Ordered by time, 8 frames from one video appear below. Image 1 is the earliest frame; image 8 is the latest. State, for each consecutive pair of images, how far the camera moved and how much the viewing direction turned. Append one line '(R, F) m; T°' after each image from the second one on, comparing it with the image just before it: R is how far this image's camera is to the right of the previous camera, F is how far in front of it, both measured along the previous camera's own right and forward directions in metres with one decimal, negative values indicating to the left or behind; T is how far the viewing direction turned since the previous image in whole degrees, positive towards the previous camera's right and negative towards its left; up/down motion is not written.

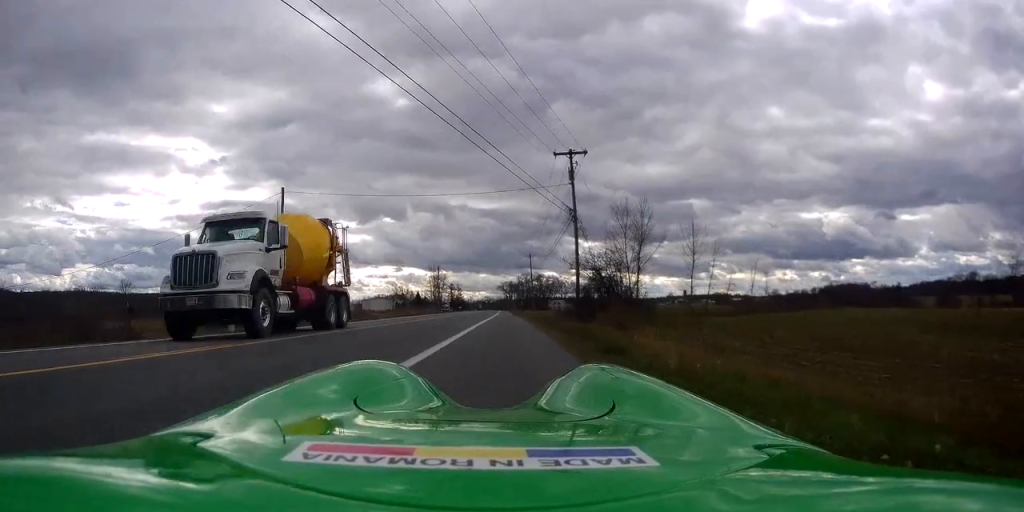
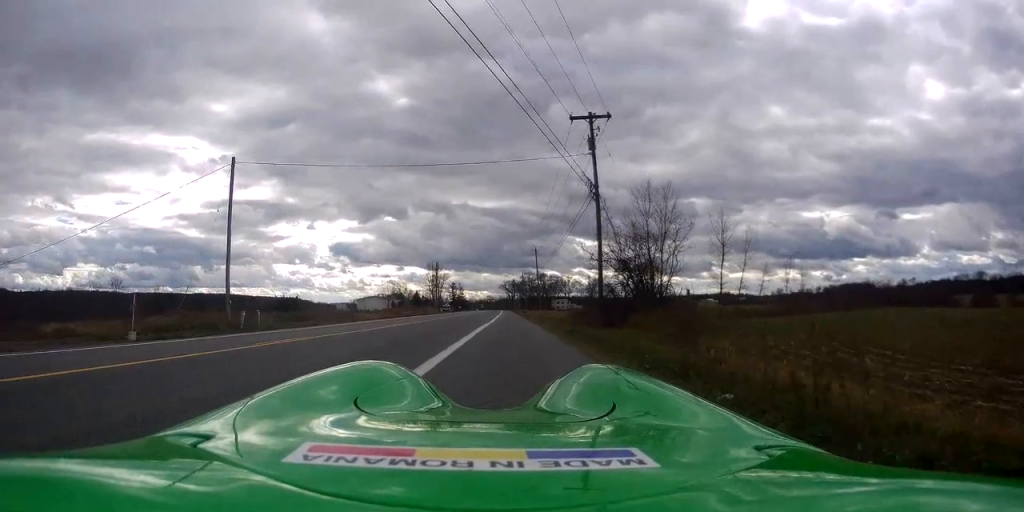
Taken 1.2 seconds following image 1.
(-0.3, +8.1) m; -4°
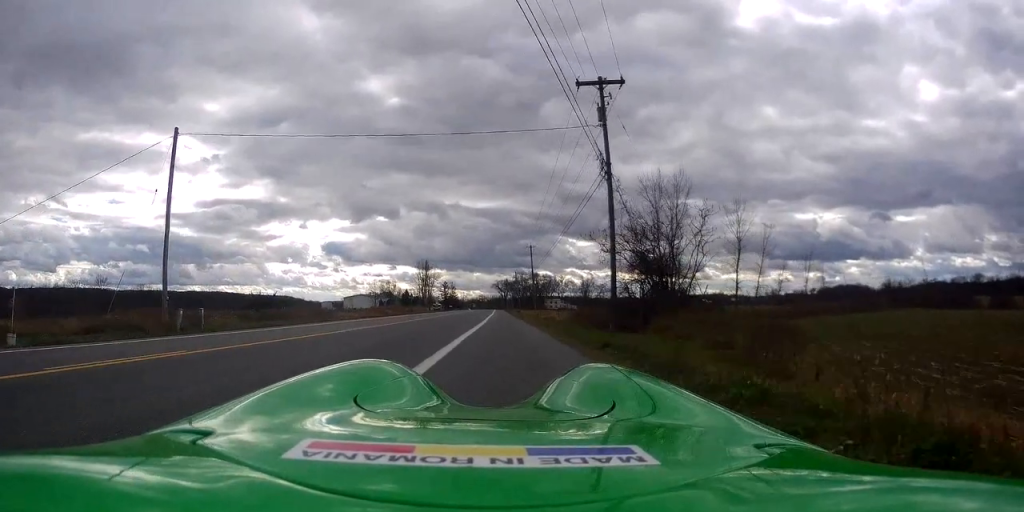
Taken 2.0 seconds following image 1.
(-0.1, +5.6) m; -1°
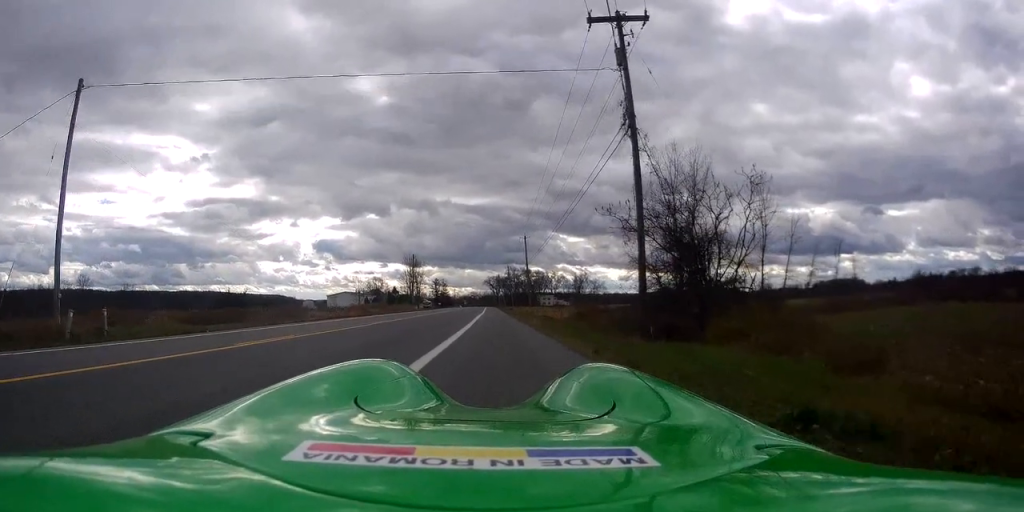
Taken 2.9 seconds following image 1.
(0.0, +6.7) m; +1°
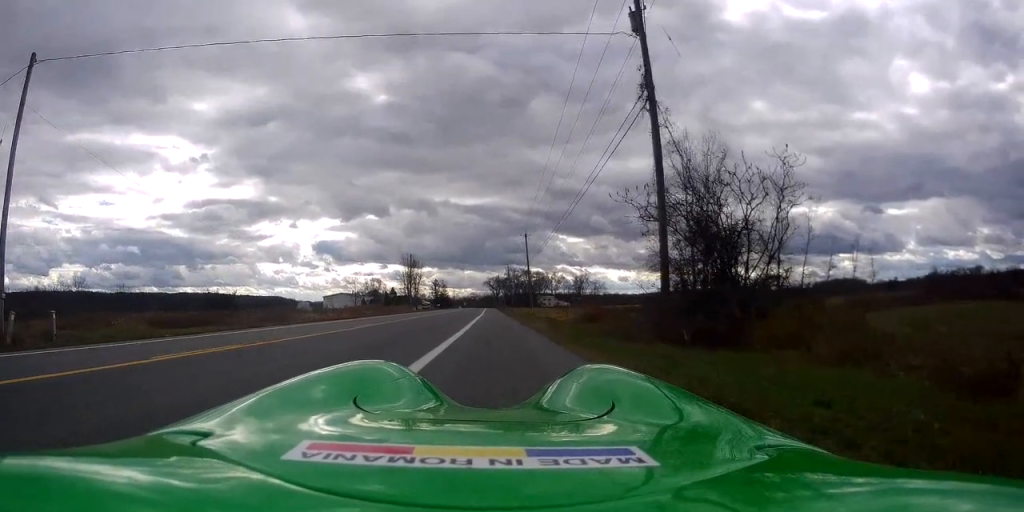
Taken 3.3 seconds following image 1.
(-0.1, +2.9) m; +2°
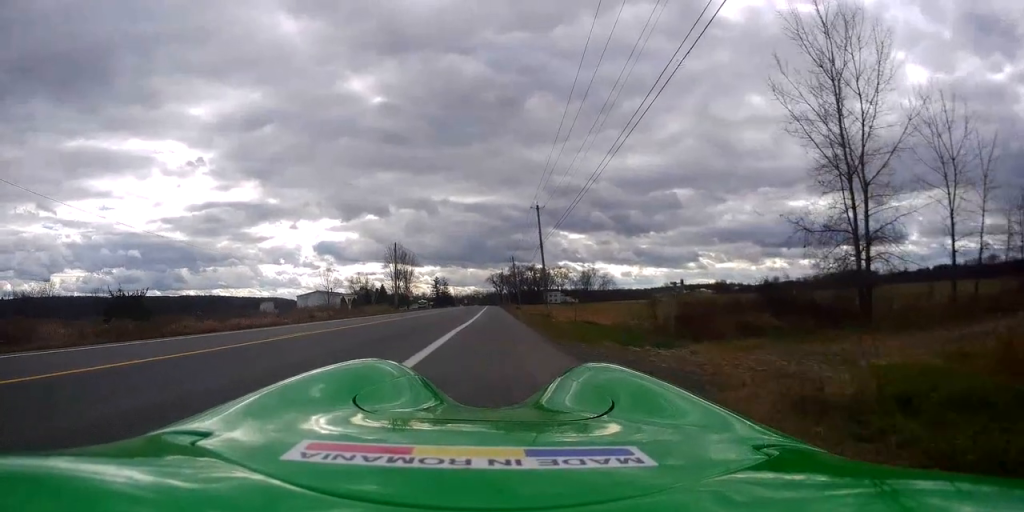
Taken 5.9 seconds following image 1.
(+0.2, +18.7) m; 0°
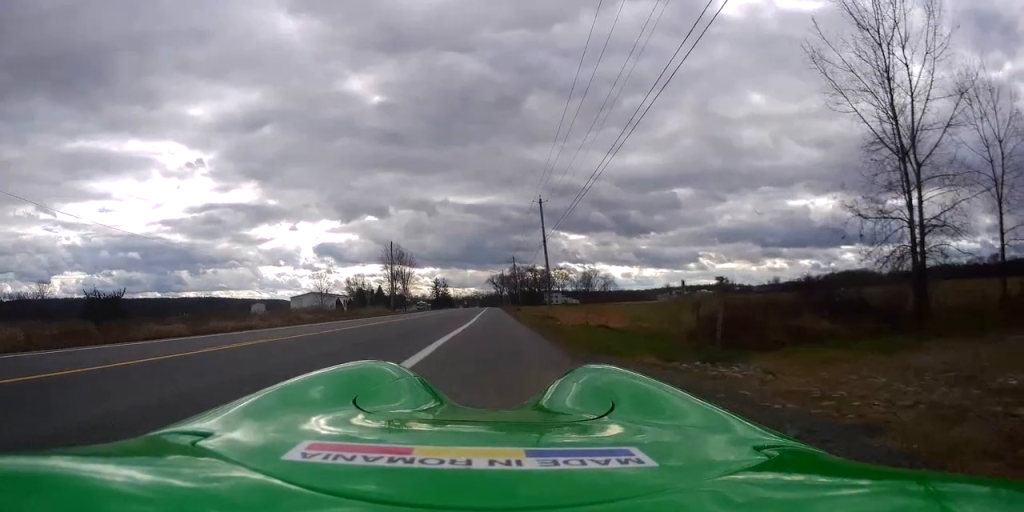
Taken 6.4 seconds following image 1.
(+0.2, +3.4) m; 0°
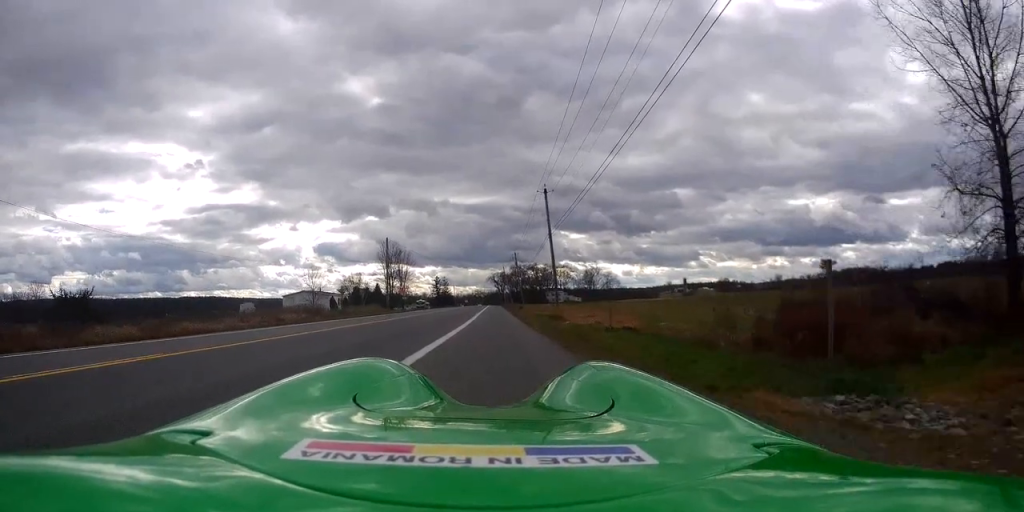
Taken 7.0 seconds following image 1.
(-0.2, +4.6) m; -1°
